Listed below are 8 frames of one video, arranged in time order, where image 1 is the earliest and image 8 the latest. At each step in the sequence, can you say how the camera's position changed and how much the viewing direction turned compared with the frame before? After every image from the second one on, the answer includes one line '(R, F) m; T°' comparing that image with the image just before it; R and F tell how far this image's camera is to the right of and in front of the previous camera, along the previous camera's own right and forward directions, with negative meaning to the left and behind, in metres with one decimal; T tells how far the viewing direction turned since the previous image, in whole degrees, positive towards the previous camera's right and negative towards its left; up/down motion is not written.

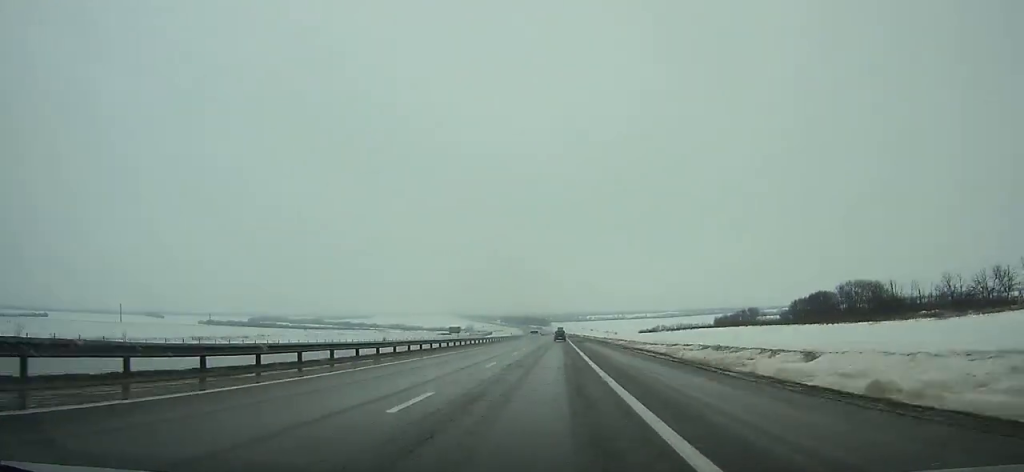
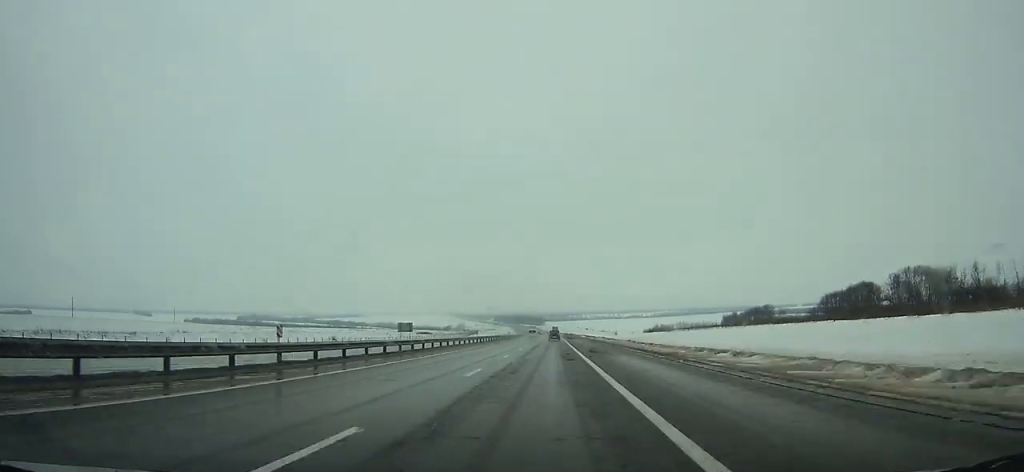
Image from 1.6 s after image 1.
(+0.2, +39.6) m; 0°
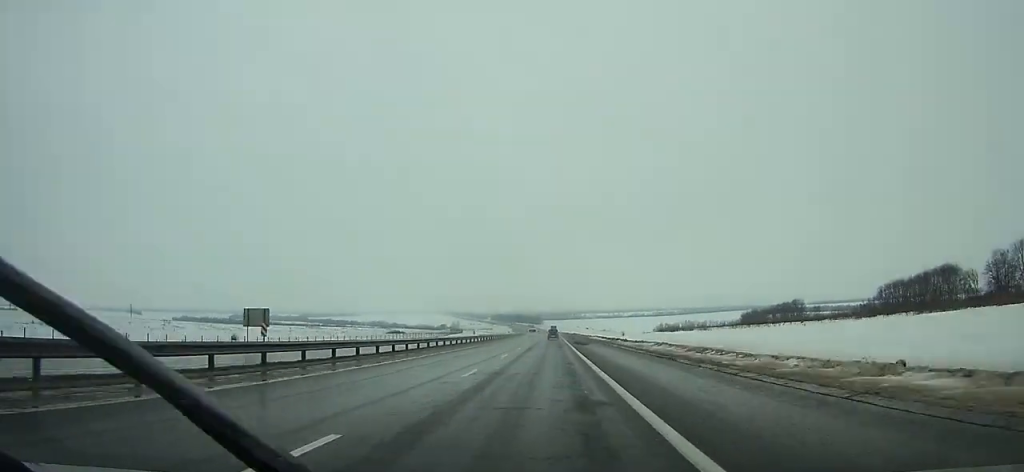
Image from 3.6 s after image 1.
(+0.2, +49.5) m; 0°
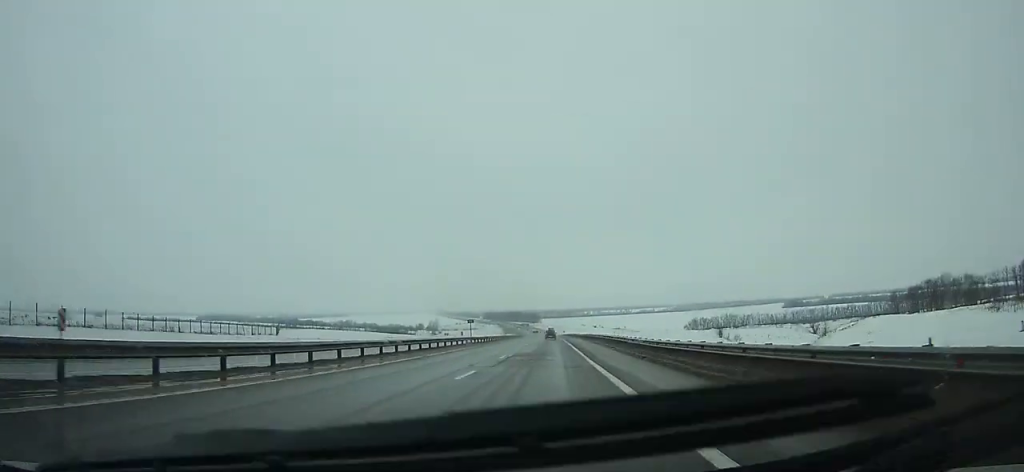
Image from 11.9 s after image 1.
(-0.4, +206.4) m; 0°
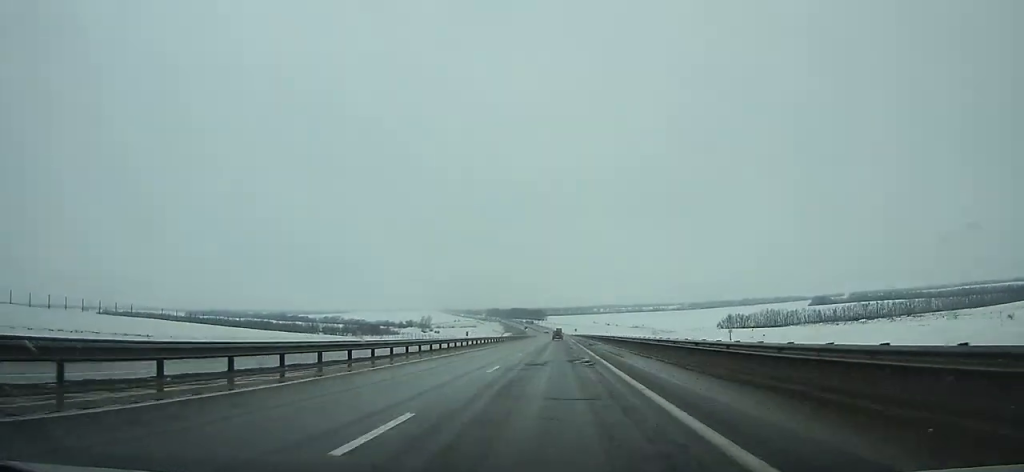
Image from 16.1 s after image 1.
(-0.3, +105.2) m; 0°
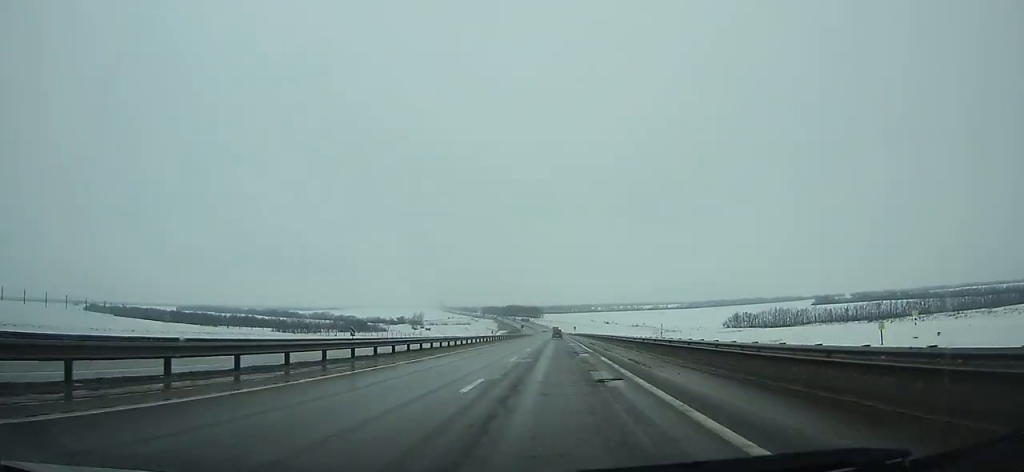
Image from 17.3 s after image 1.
(+0.1, +30.3) m; 0°
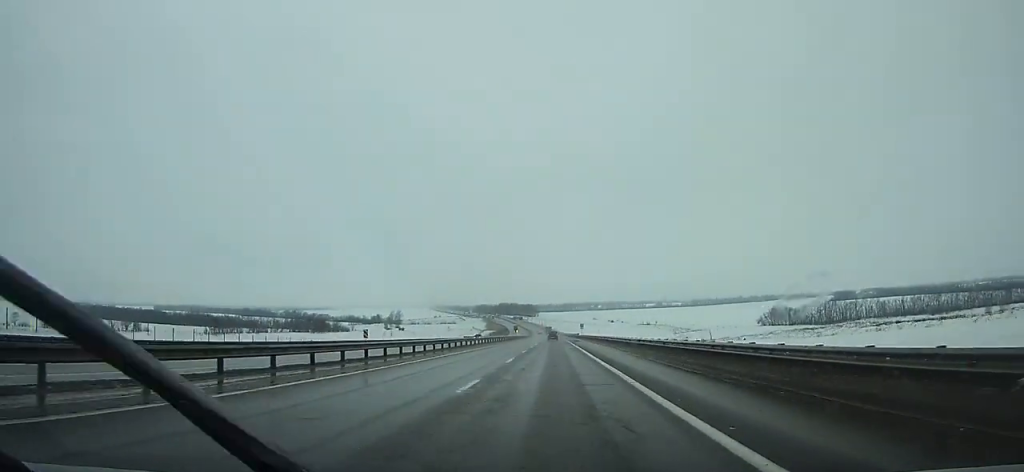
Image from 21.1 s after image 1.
(+0.2, +96.1) m; 0°
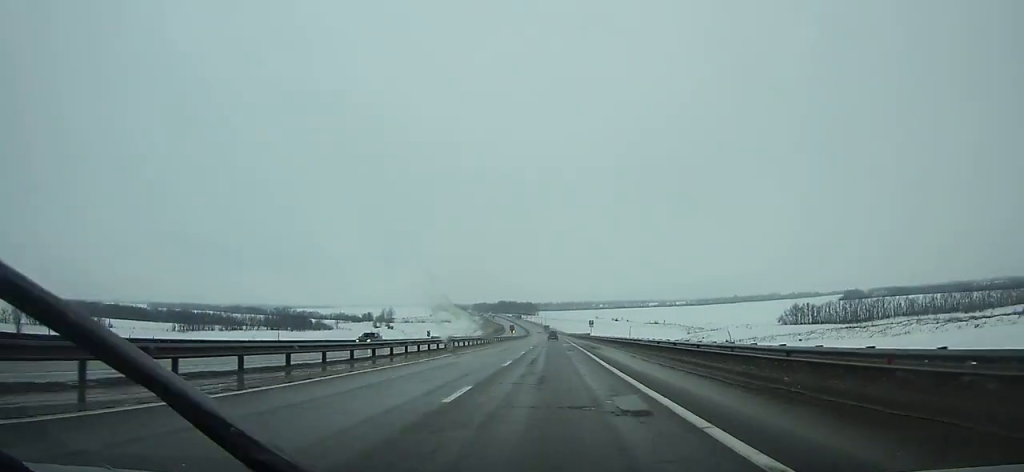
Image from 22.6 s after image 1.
(-0.1, +38.1) m; 0°
